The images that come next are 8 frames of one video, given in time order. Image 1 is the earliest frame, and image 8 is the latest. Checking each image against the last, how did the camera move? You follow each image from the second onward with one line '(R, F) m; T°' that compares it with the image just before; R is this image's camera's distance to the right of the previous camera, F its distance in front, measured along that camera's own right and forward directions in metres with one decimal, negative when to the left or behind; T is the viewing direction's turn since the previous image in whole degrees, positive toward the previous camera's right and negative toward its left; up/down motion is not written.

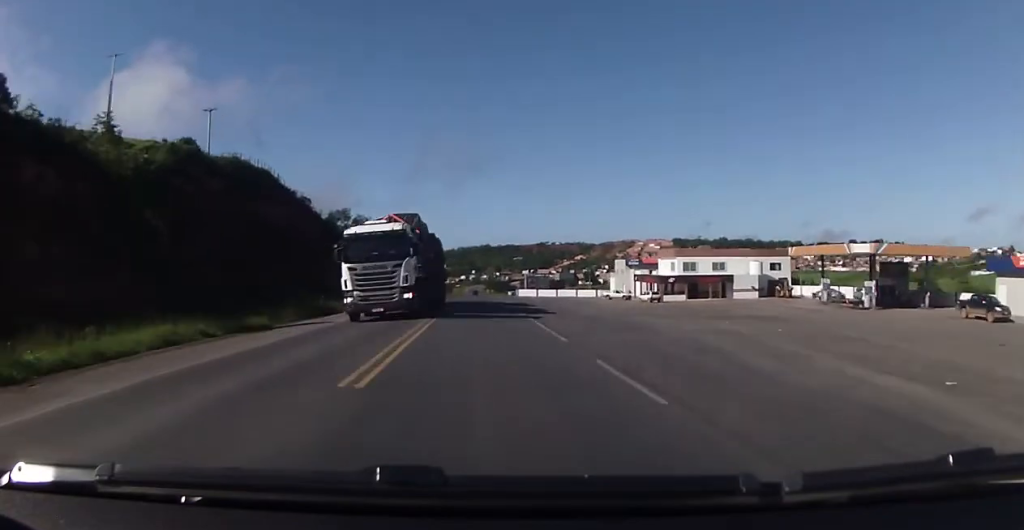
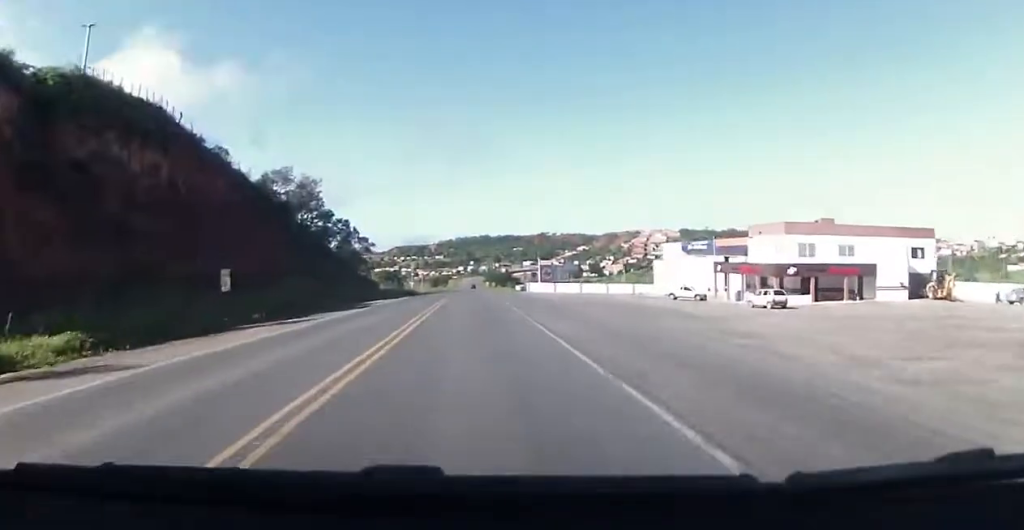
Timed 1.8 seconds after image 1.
(-0.1, +33.2) m; 0°
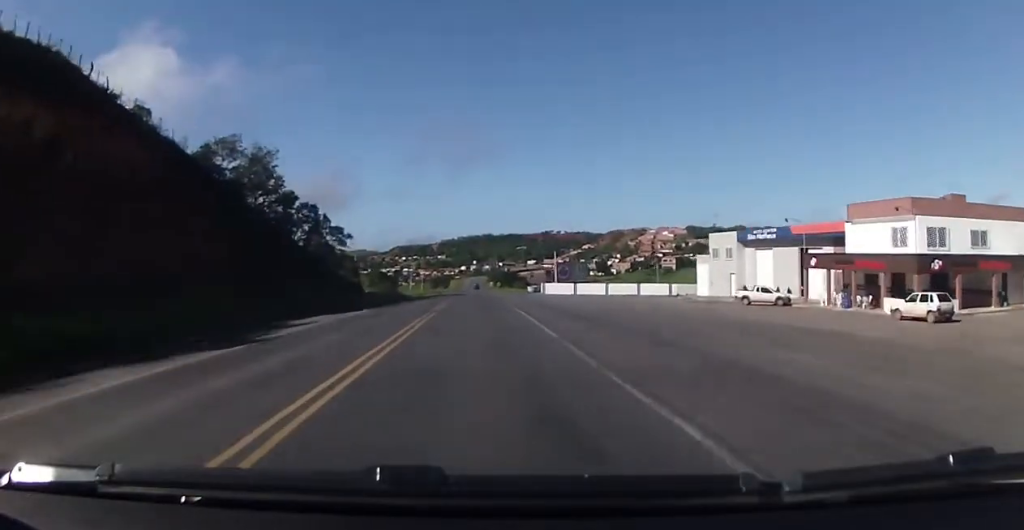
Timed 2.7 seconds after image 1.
(+0.1, +17.6) m; 0°
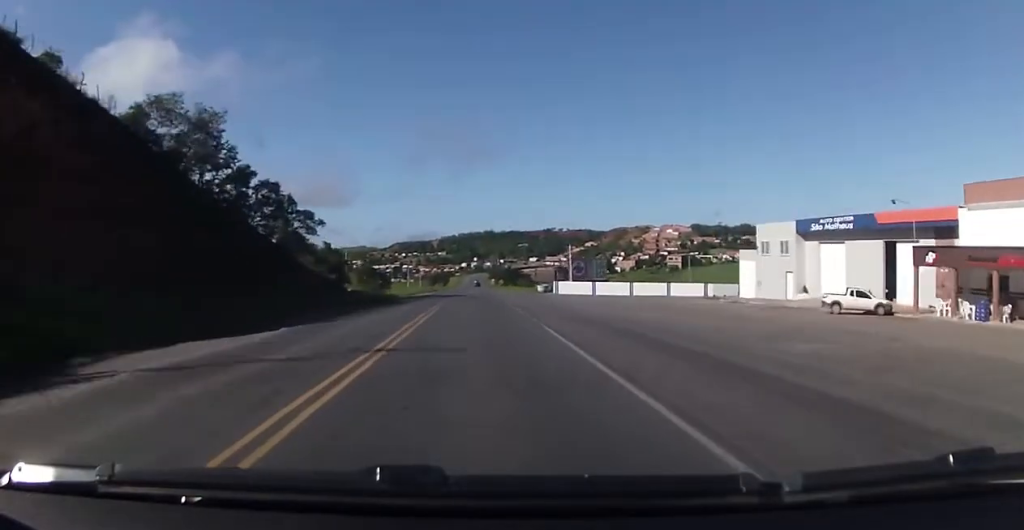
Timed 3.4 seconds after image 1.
(+0.1, +12.8) m; -1°
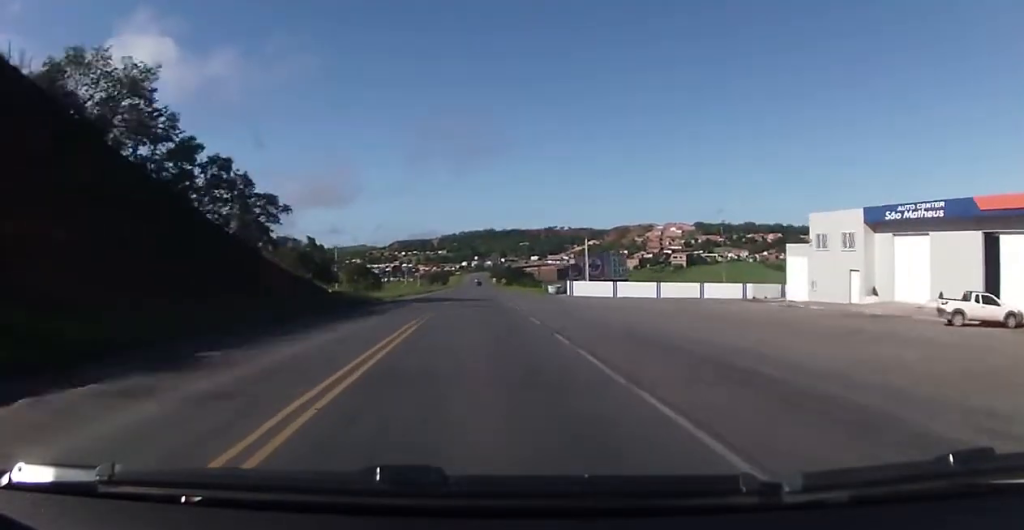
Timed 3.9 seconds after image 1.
(-0.2, +10.7) m; 0°
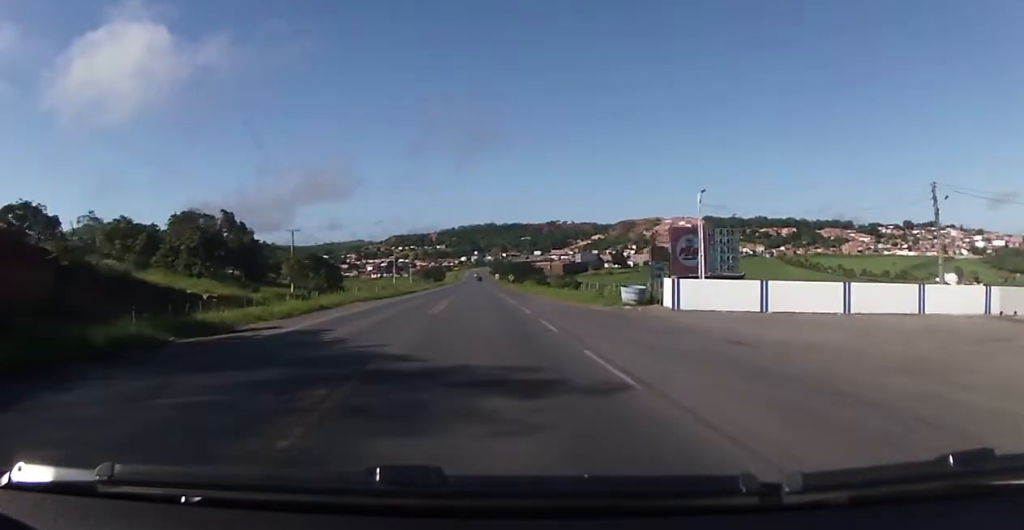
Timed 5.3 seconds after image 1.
(+0.4, +32.5) m; +1°
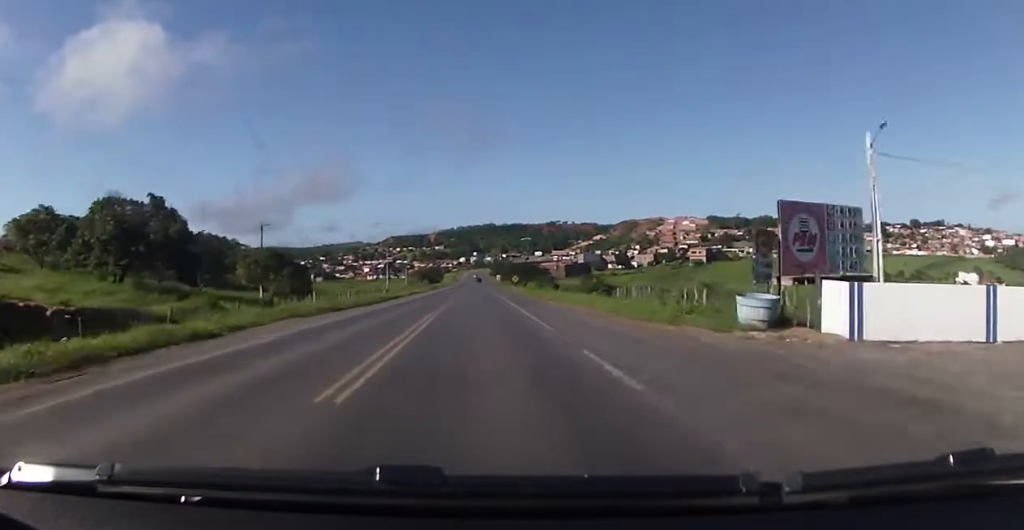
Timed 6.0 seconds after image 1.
(-0.2, +15.0) m; 0°
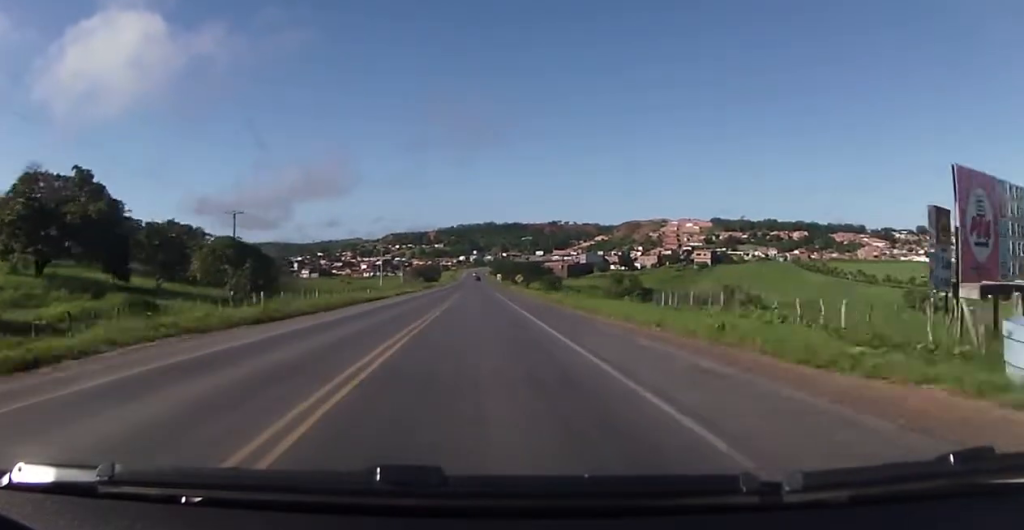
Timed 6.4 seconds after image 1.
(-0.1, +10.3) m; 0°
